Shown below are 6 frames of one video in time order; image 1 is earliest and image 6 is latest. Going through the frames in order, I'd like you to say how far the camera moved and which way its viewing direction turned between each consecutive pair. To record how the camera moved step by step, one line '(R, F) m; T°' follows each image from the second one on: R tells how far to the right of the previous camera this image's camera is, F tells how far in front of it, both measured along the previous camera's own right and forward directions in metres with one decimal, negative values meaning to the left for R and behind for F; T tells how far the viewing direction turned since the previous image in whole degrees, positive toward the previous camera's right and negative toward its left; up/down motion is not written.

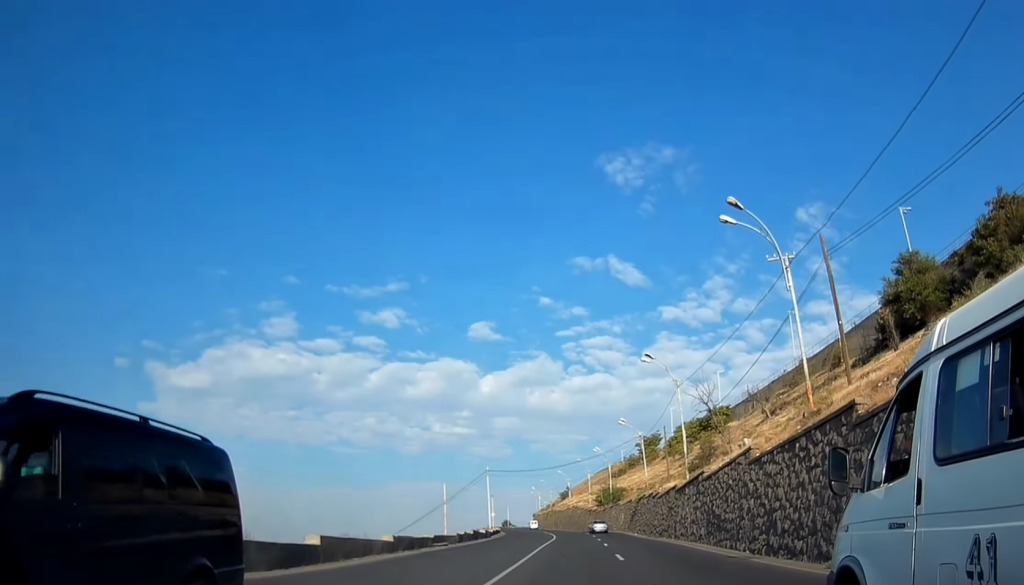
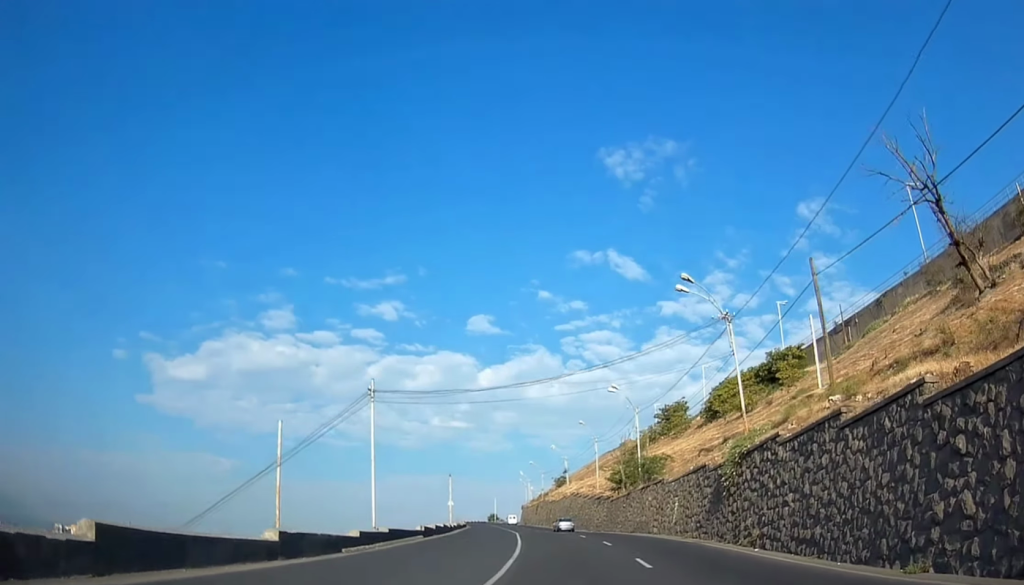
(-0.6, +43.0) m; 0°
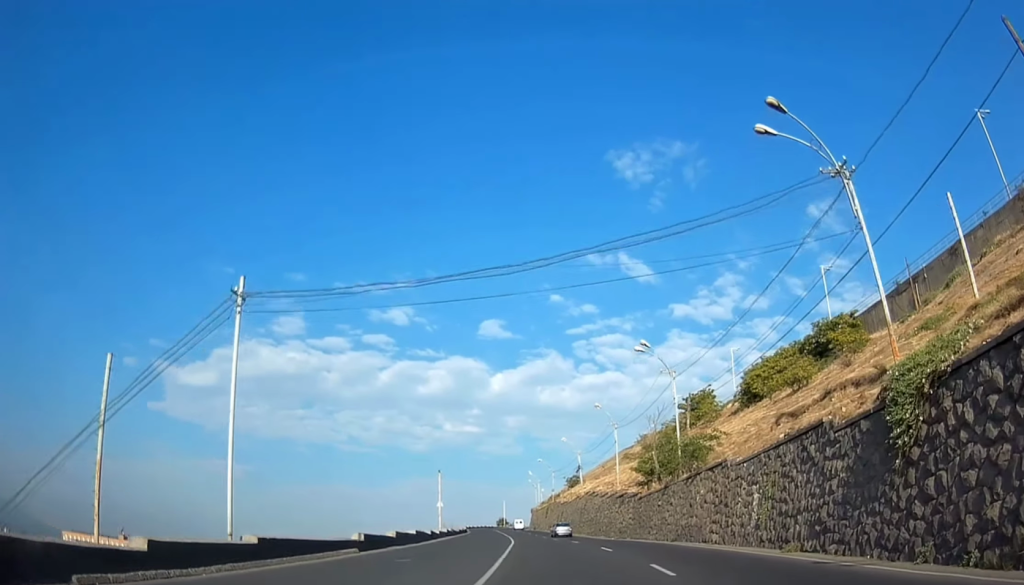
(+0.1, +15.2) m; -1°
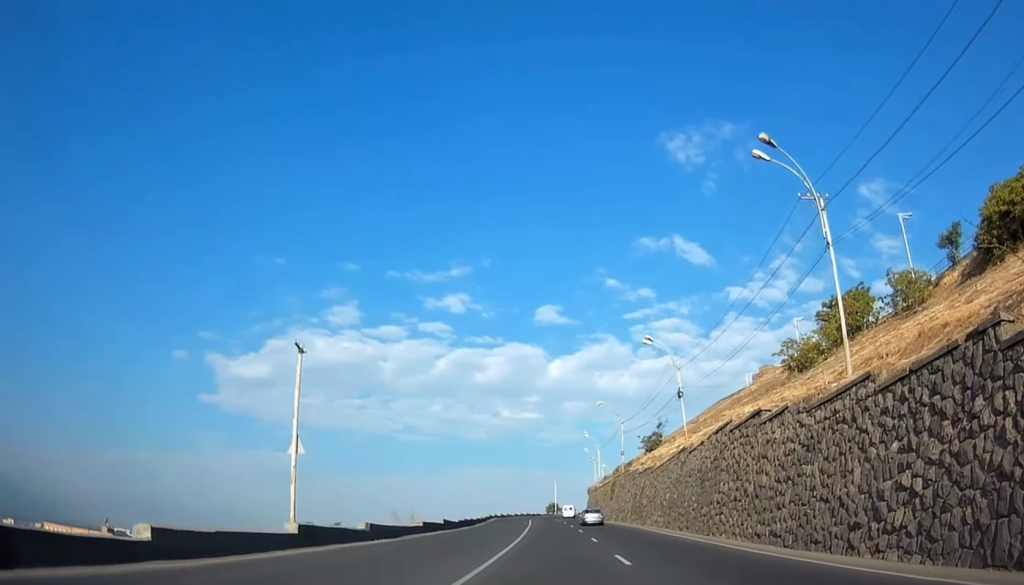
(-1.2, +48.9) m; -3°
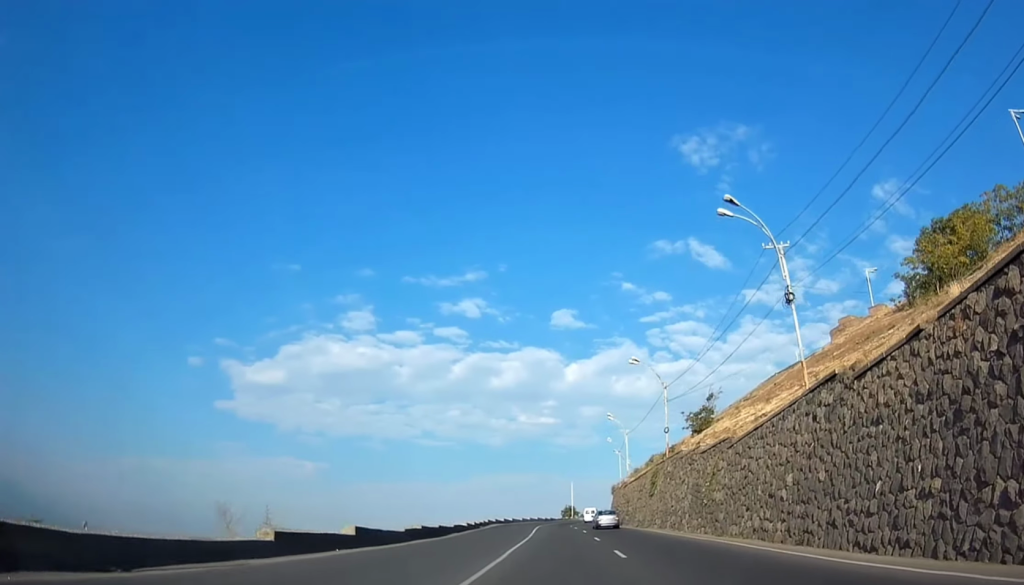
(-0.6, +22.6) m; -3°
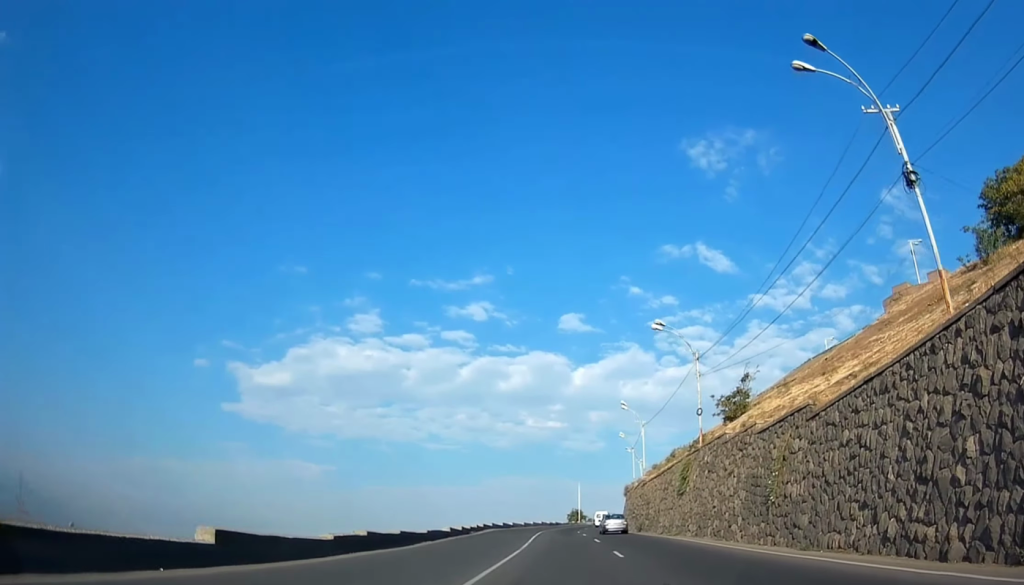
(-0.3, +10.8) m; -1°
